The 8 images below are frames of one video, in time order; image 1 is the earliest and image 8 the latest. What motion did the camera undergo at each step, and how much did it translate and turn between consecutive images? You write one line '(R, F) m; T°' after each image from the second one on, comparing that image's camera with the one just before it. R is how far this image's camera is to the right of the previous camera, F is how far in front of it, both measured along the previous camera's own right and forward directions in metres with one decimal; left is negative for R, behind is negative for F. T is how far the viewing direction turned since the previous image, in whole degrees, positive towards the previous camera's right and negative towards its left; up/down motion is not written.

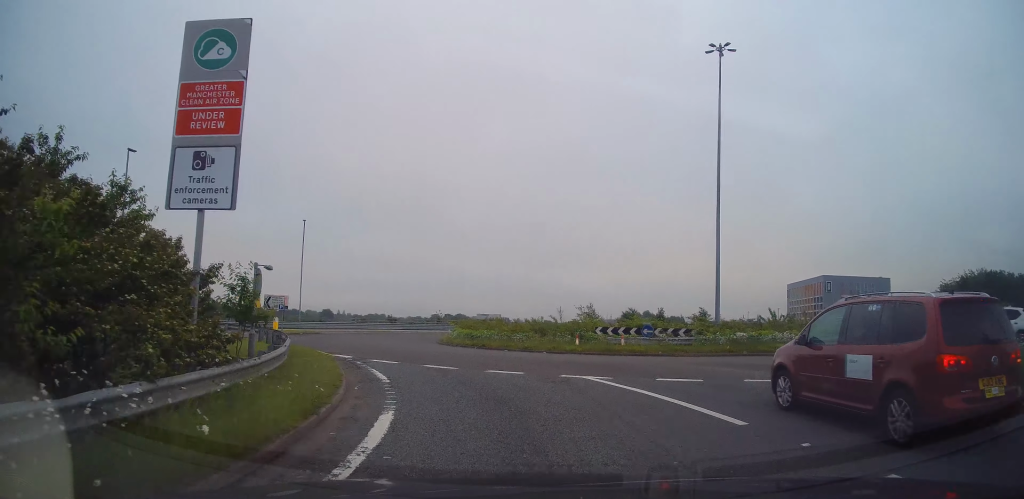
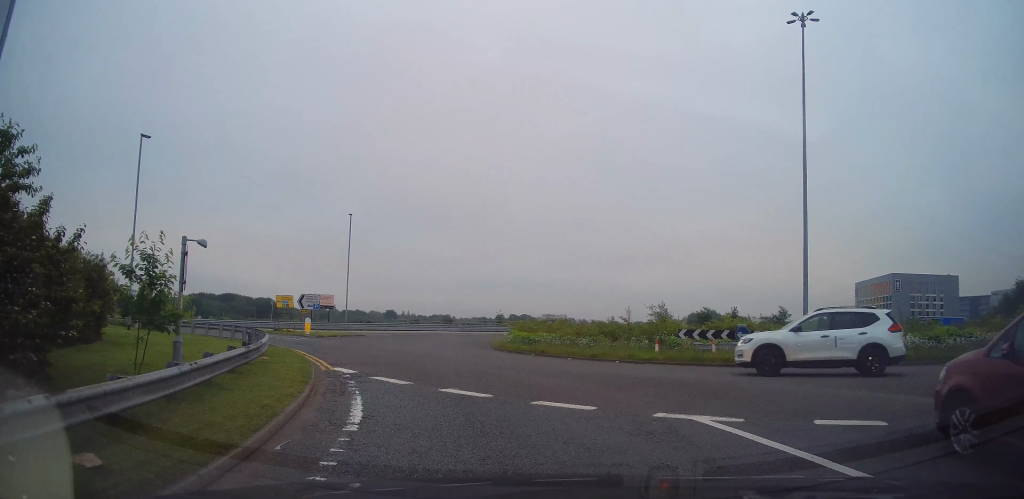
(-0.6, +4.9) m; -13°
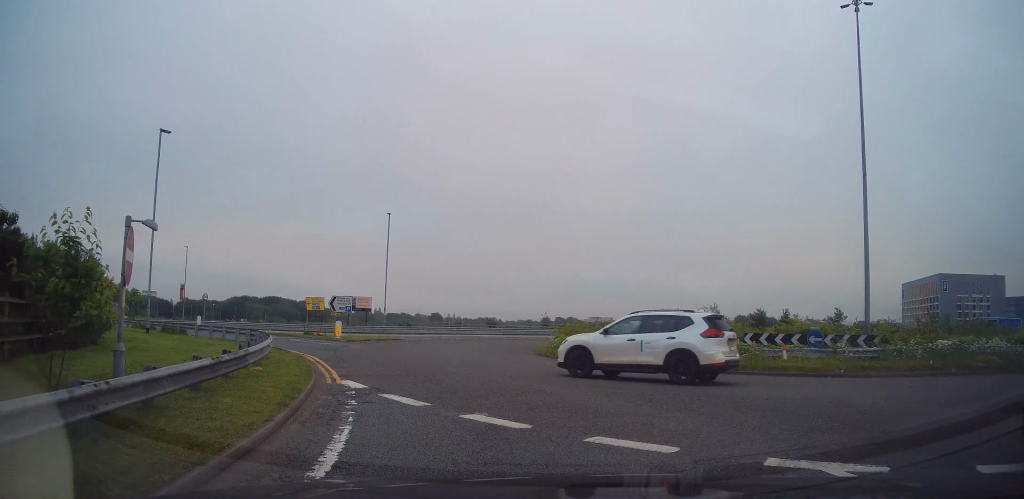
(-0.3, +2.5) m; -5°
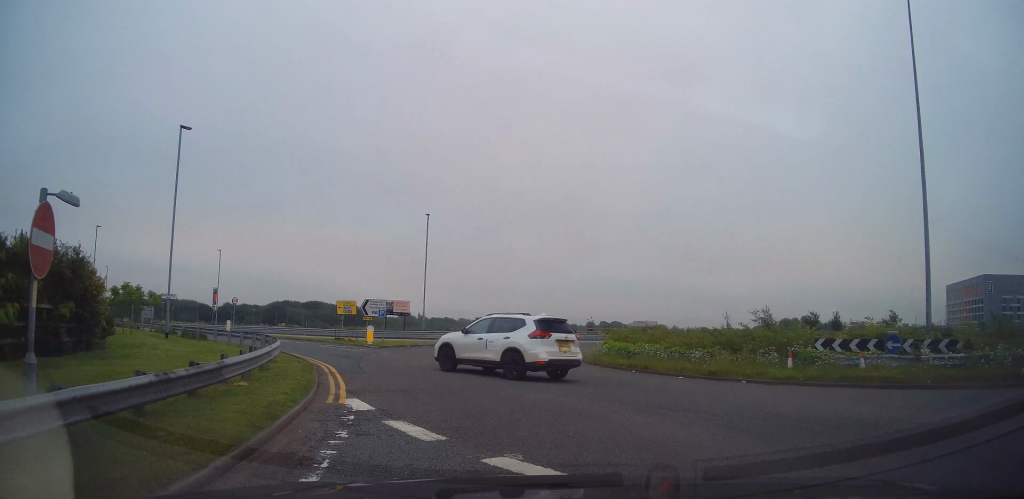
(-0.1, +2.4) m; -4°
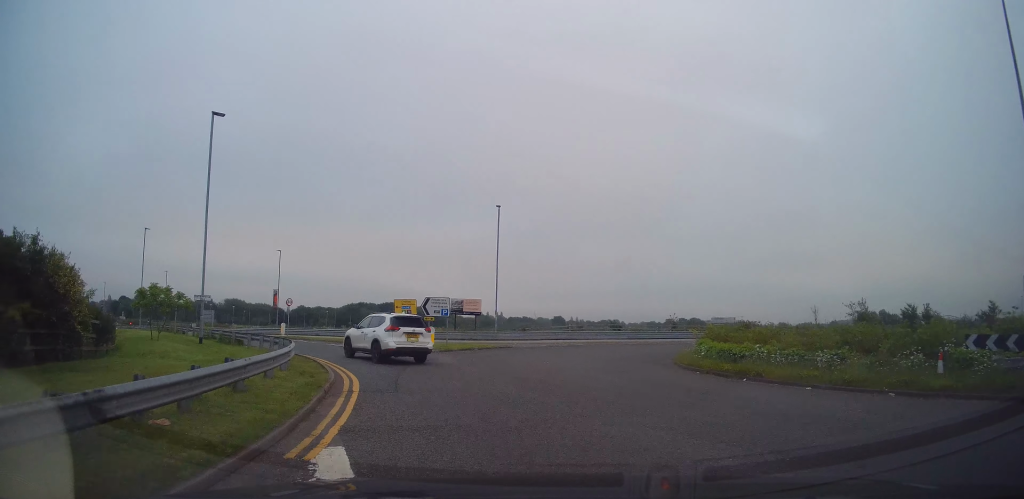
(-0.1, +4.1) m; -6°
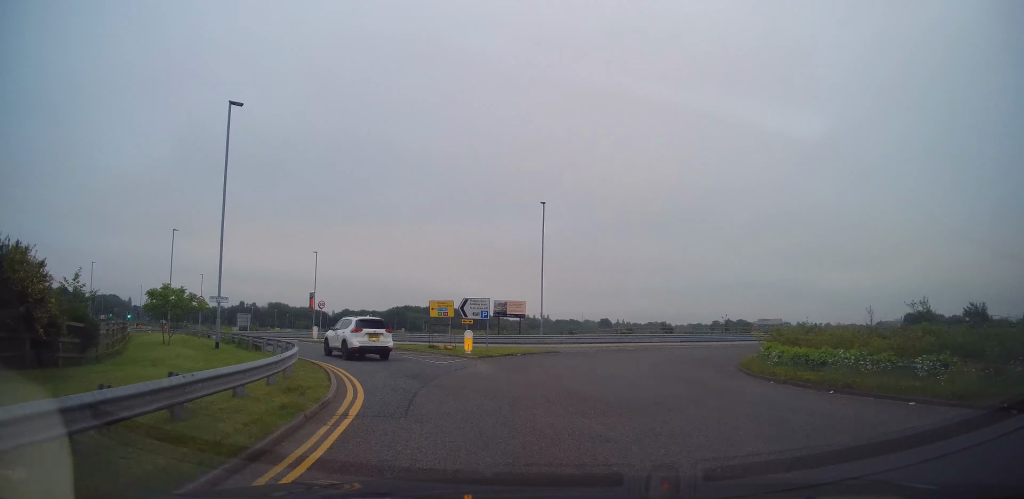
(-0.2, +2.8) m; -4°
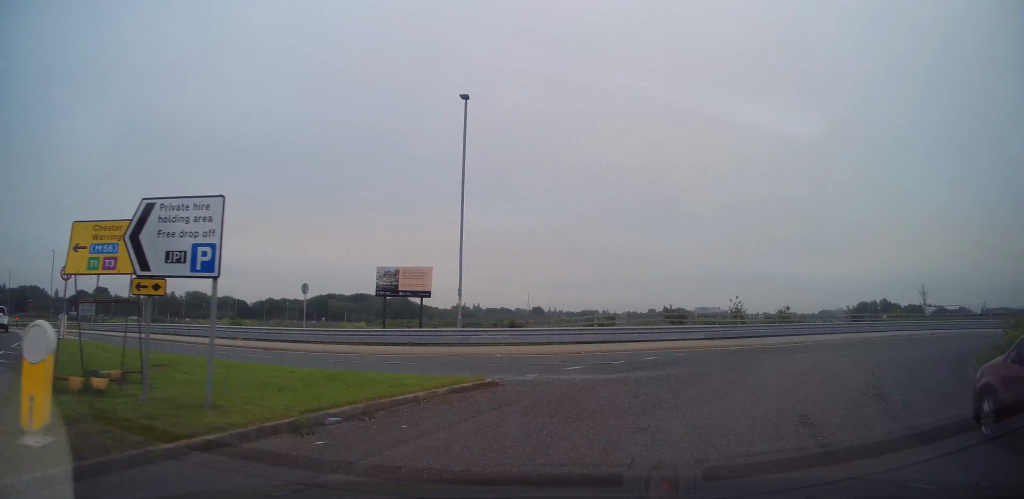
(+0.9, +20.8) m; +16°
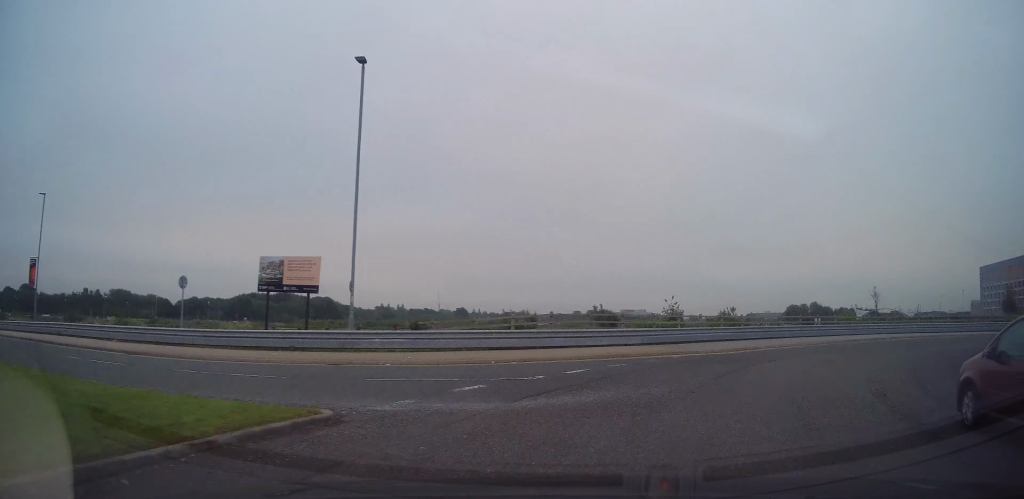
(+0.1, +4.0) m; +6°
